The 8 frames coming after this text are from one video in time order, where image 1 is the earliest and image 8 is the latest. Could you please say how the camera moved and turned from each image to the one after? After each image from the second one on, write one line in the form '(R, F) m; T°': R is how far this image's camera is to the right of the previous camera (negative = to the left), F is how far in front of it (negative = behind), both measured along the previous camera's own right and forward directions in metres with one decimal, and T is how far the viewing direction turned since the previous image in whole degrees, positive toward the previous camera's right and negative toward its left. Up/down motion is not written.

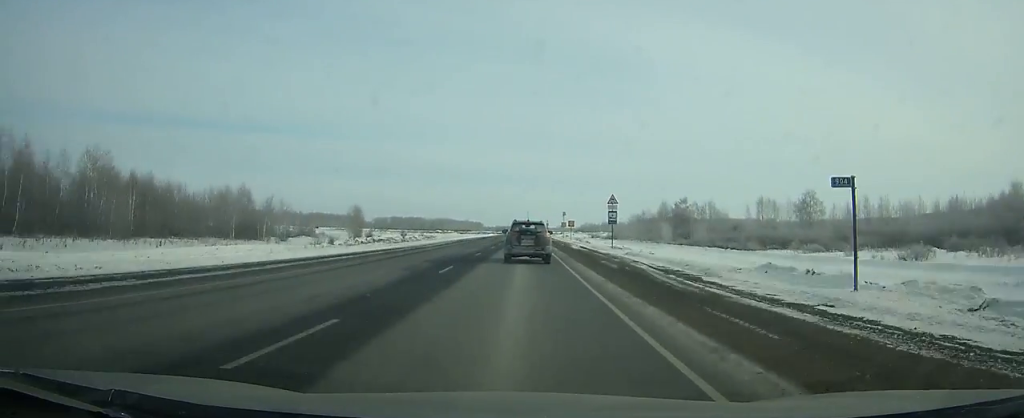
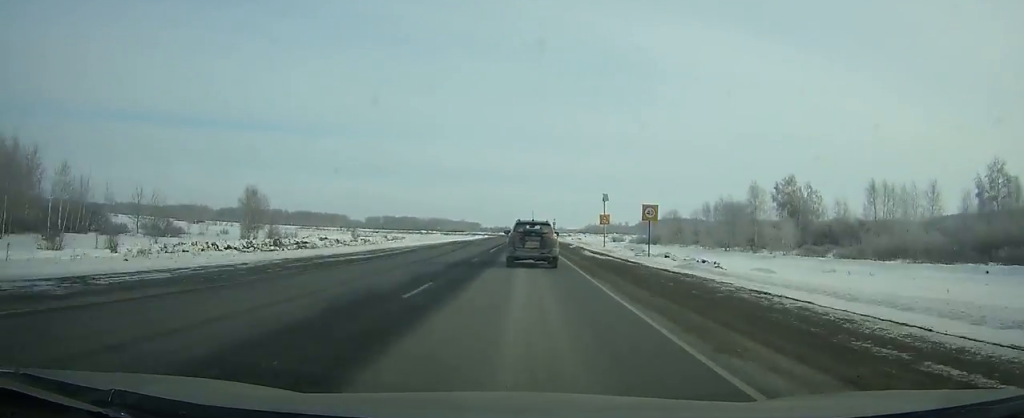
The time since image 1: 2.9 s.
(0.0, +52.5) m; 0°
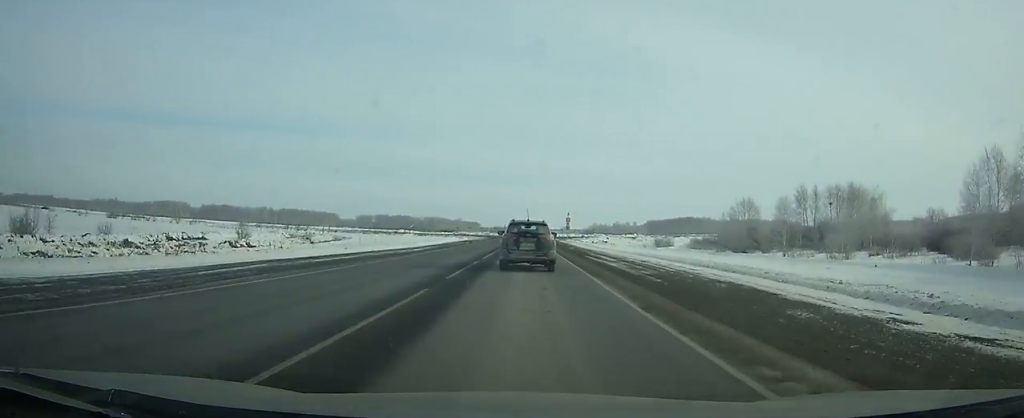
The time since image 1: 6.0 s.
(+0.2, +50.5) m; 0°
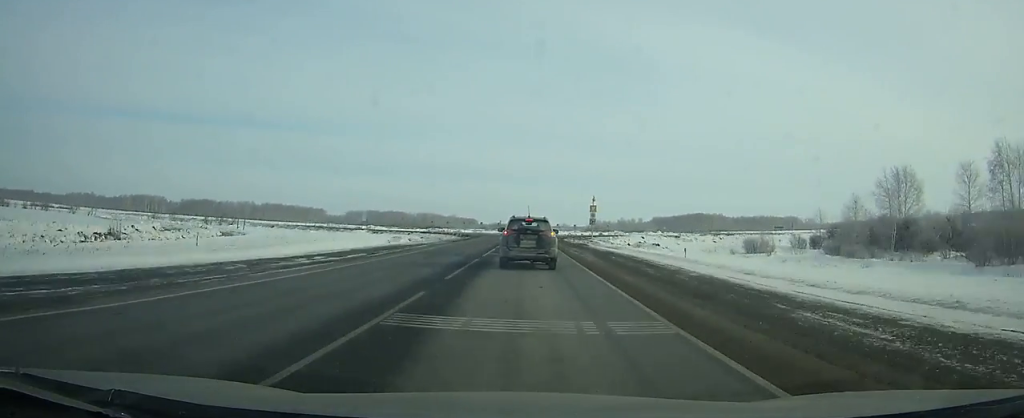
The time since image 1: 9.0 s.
(-0.1, +43.3) m; 0°
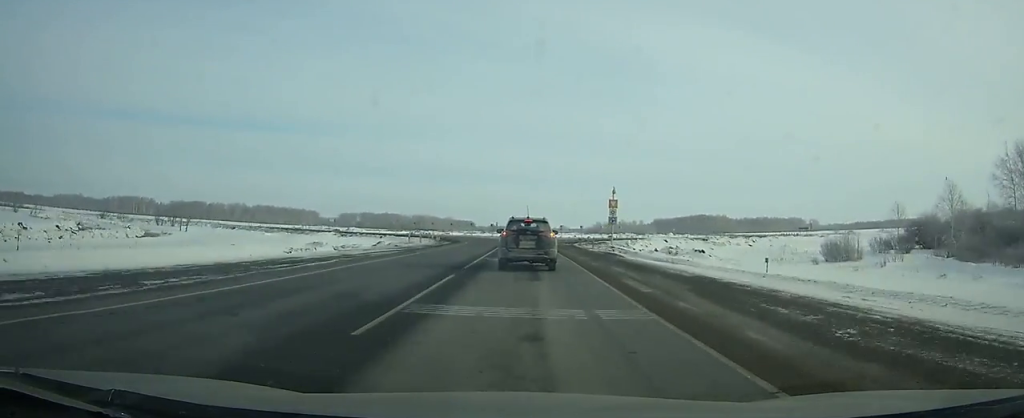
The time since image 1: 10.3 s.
(0.0, +17.7) m; +1°
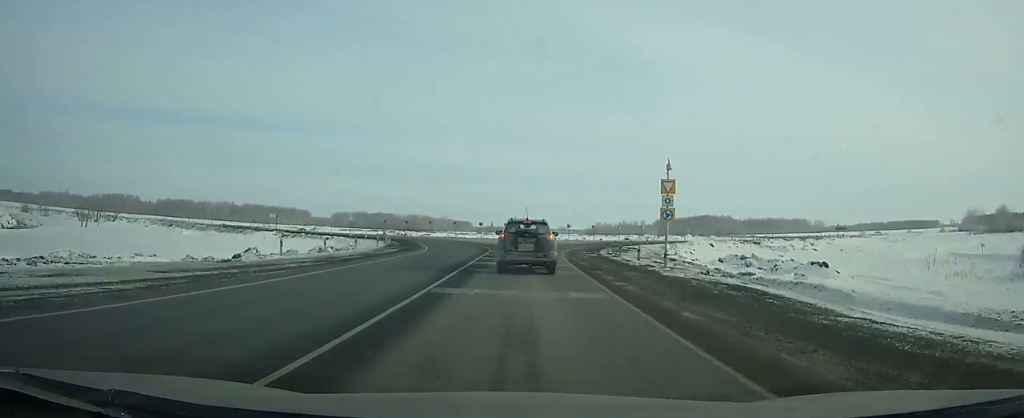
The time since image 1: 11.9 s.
(-0.1, +21.5) m; +2°
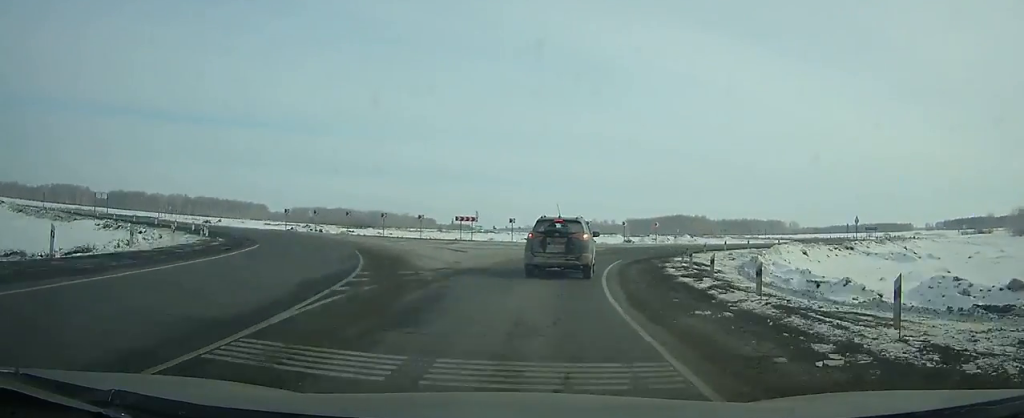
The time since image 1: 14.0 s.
(+0.1, +26.9) m; +8°
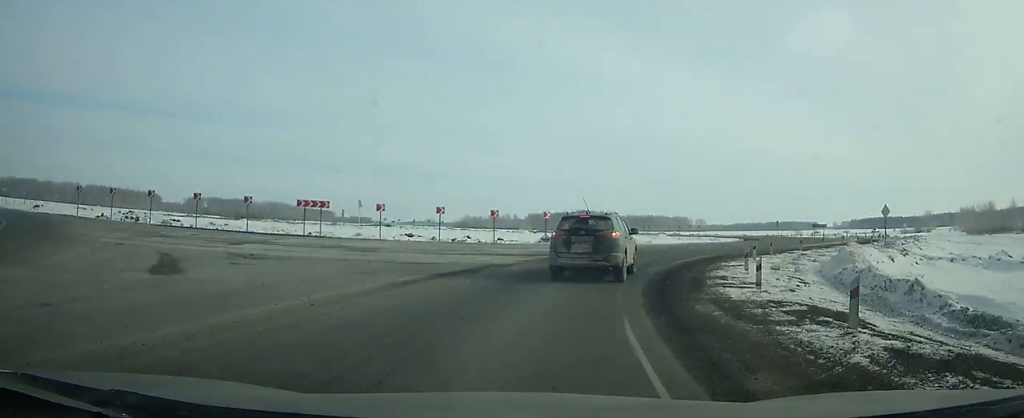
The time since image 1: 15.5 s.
(+1.4, +18.3) m; +9°
